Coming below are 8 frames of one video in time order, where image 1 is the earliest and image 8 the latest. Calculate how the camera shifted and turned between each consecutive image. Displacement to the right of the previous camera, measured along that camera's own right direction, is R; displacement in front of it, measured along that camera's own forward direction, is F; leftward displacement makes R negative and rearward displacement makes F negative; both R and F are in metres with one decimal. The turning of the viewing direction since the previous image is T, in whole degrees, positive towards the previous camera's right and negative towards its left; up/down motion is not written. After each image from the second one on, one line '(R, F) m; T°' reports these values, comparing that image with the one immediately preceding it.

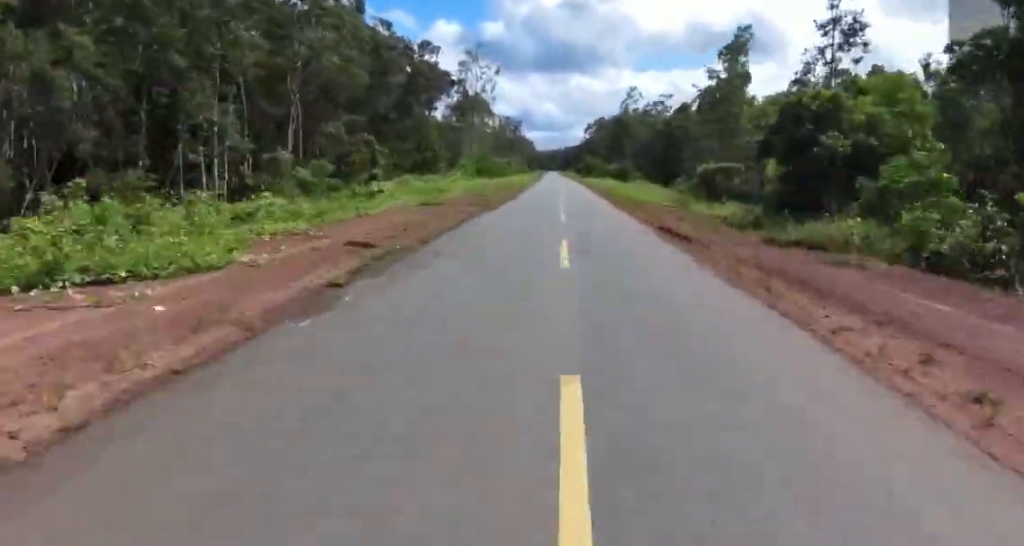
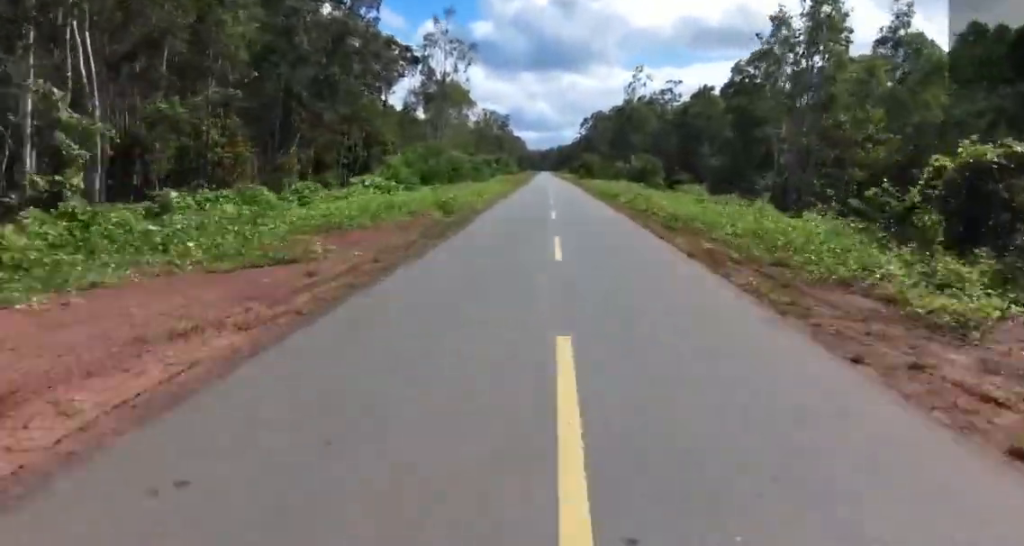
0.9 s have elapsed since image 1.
(+0.2, +24.7) m; 0°
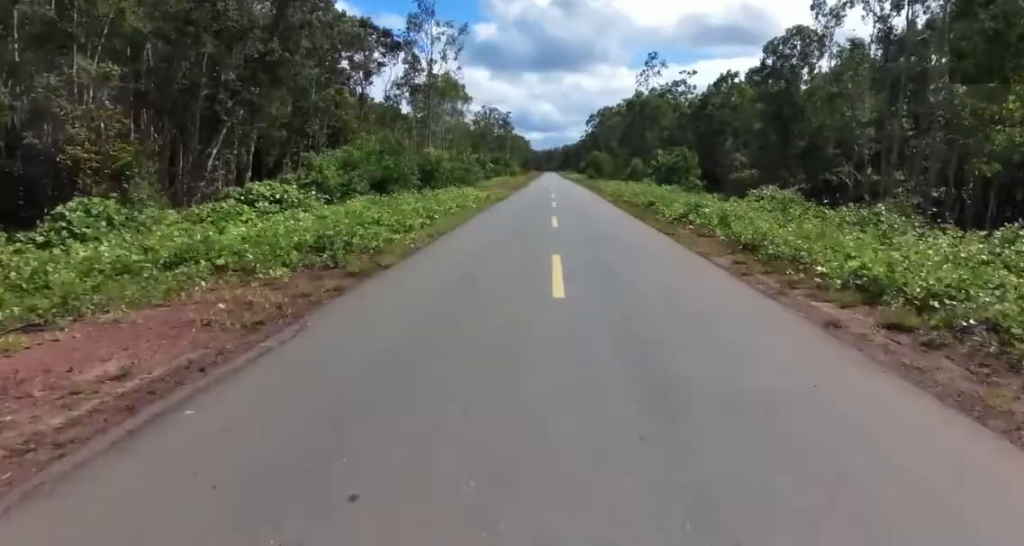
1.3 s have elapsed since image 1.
(+0.1, +11.9) m; -1°
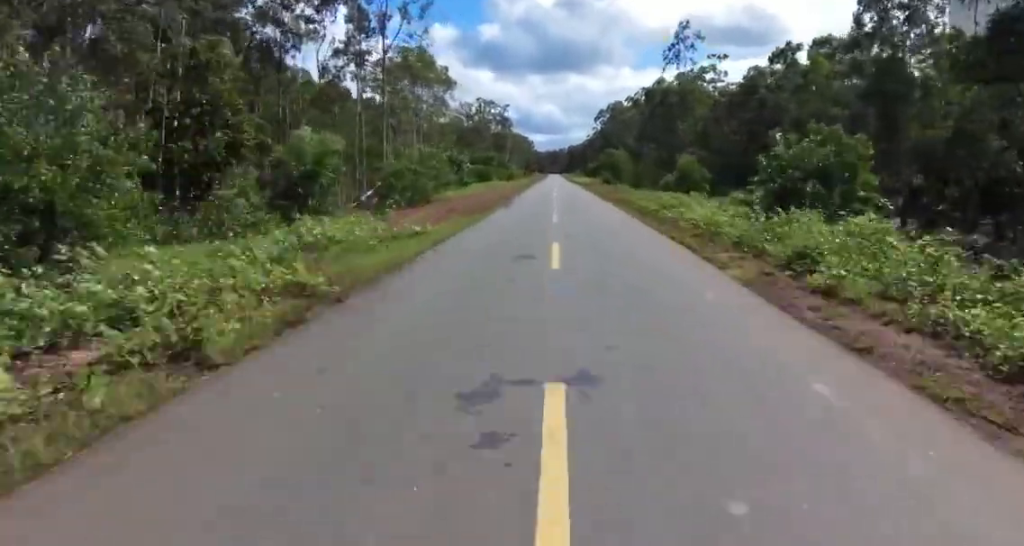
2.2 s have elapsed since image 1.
(-0.6, +23.5) m; -2°
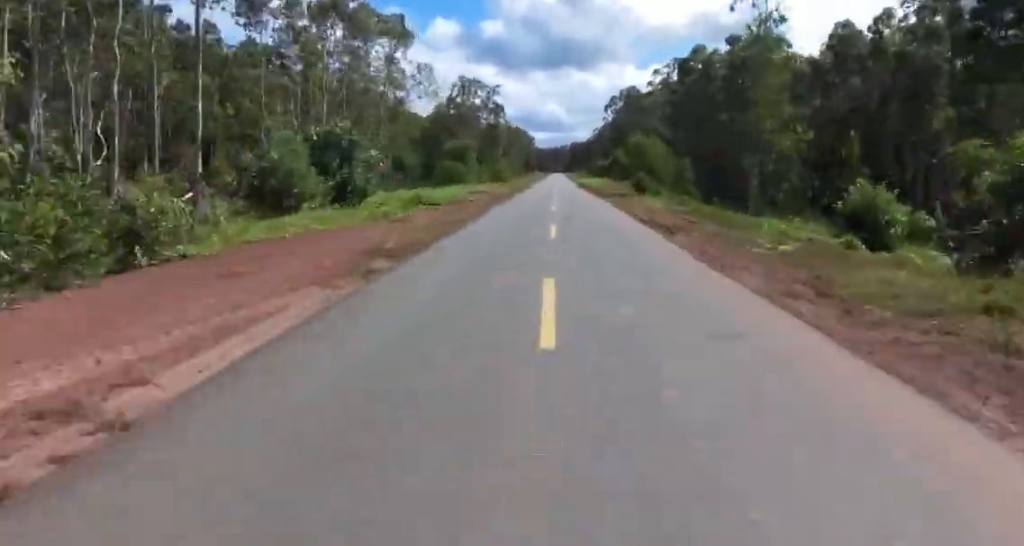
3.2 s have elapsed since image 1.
(-0.3, +26.8) m; +1°
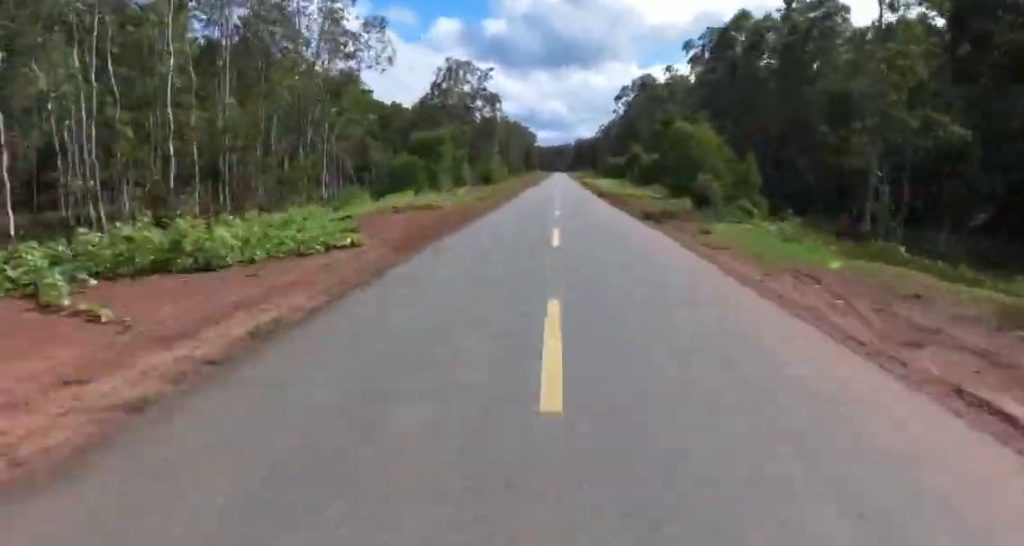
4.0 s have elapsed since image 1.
(+0.5, +19.3) m; +1°
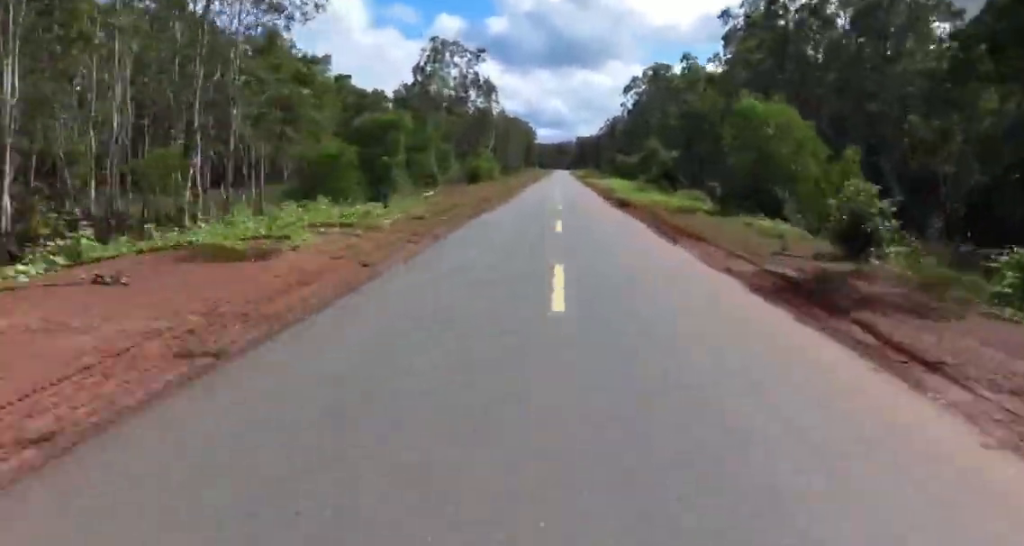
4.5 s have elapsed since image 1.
(+0.7, +13.1) m; 0°
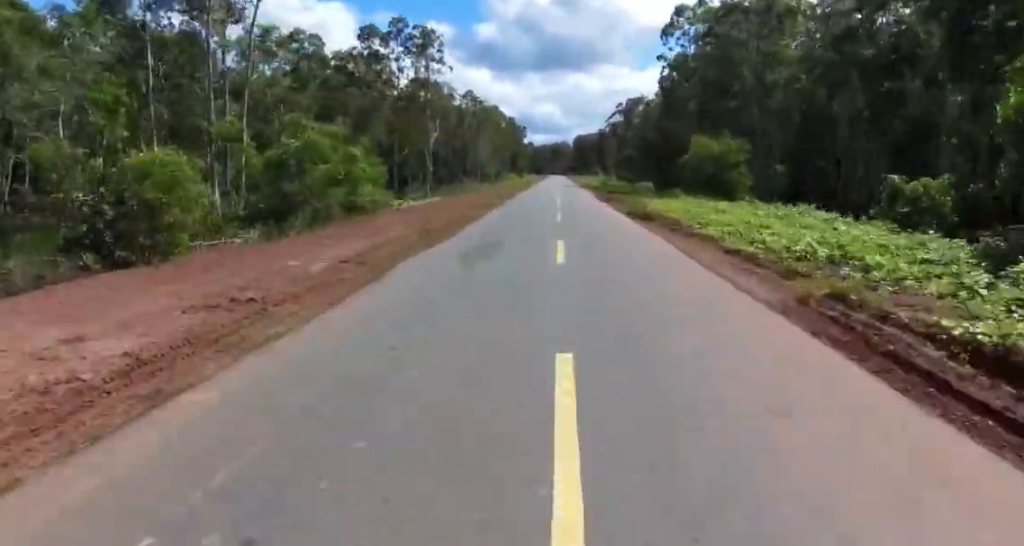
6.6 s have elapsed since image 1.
(-2.8, +54.5) m; -3°
